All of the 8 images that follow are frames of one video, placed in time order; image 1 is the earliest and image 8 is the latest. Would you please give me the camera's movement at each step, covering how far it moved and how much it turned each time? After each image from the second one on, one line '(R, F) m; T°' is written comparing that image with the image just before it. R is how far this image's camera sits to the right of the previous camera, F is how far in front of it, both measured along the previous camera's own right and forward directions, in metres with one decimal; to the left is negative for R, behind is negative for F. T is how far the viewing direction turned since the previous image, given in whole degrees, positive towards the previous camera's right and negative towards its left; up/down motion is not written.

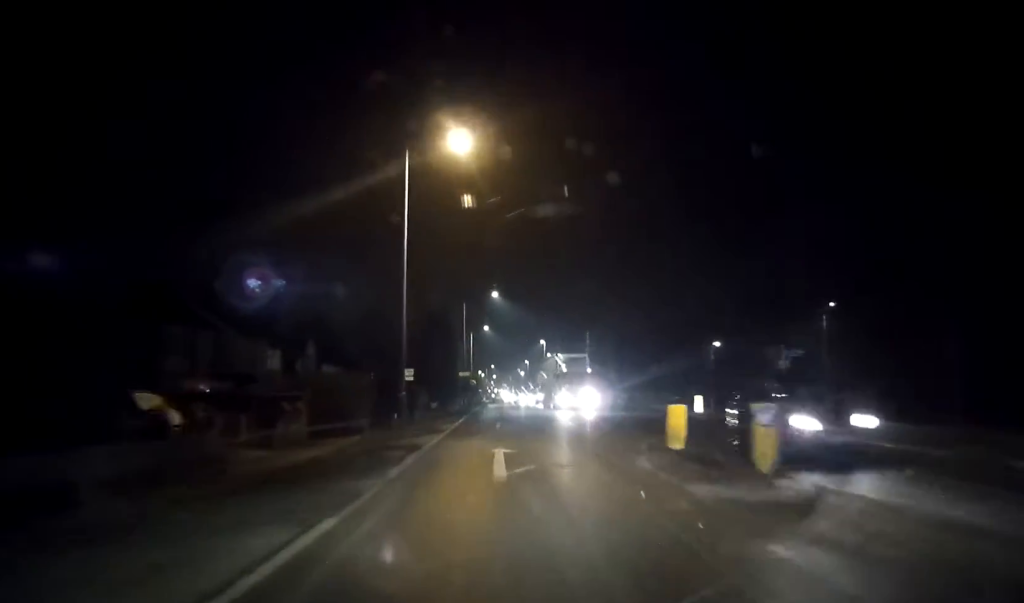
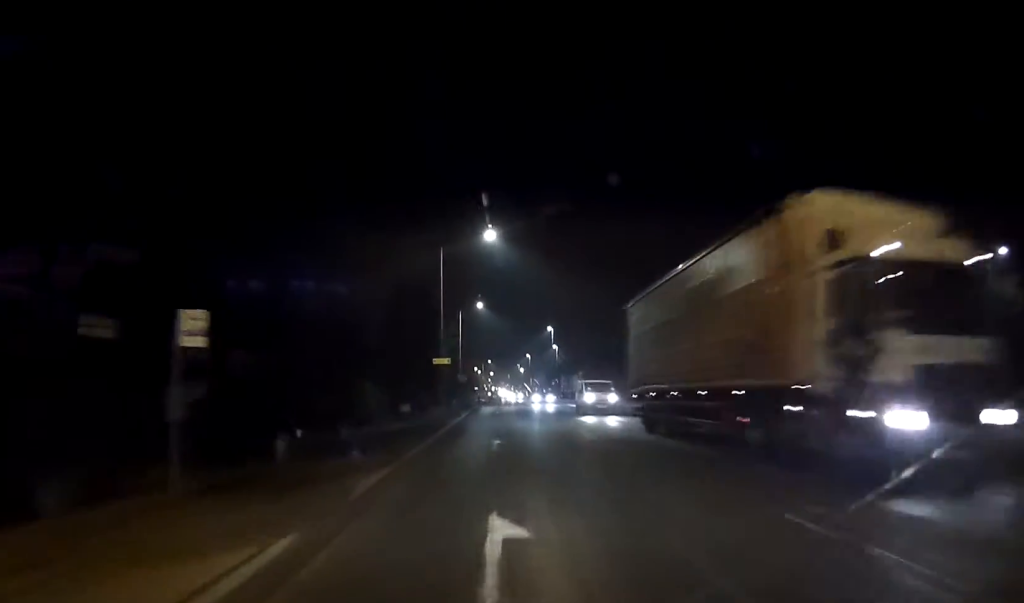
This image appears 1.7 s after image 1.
(+0.1, +25.7) m; 0°
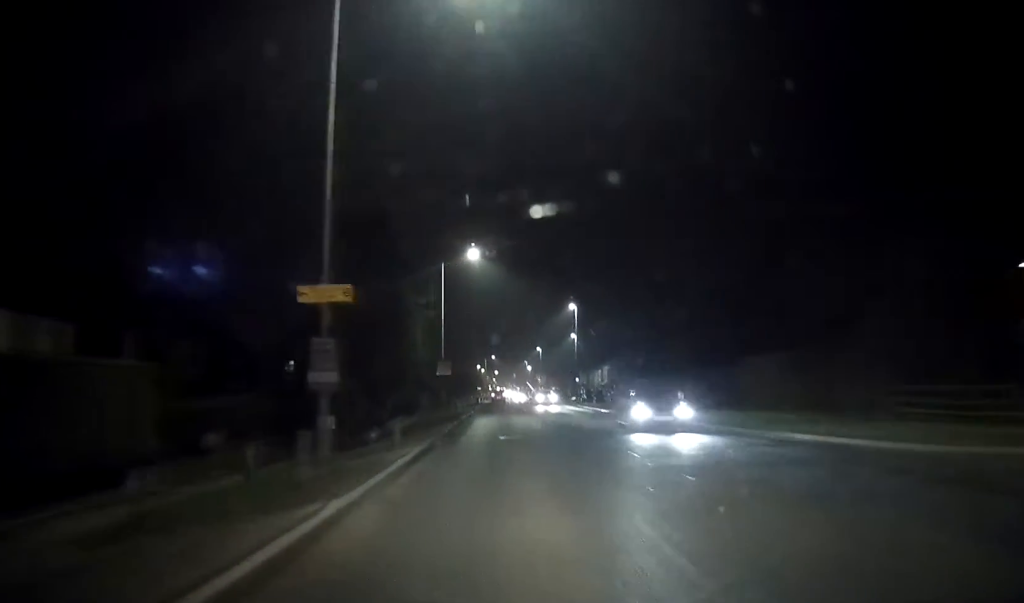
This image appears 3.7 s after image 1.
(-0.3, +29.7) m; -1°
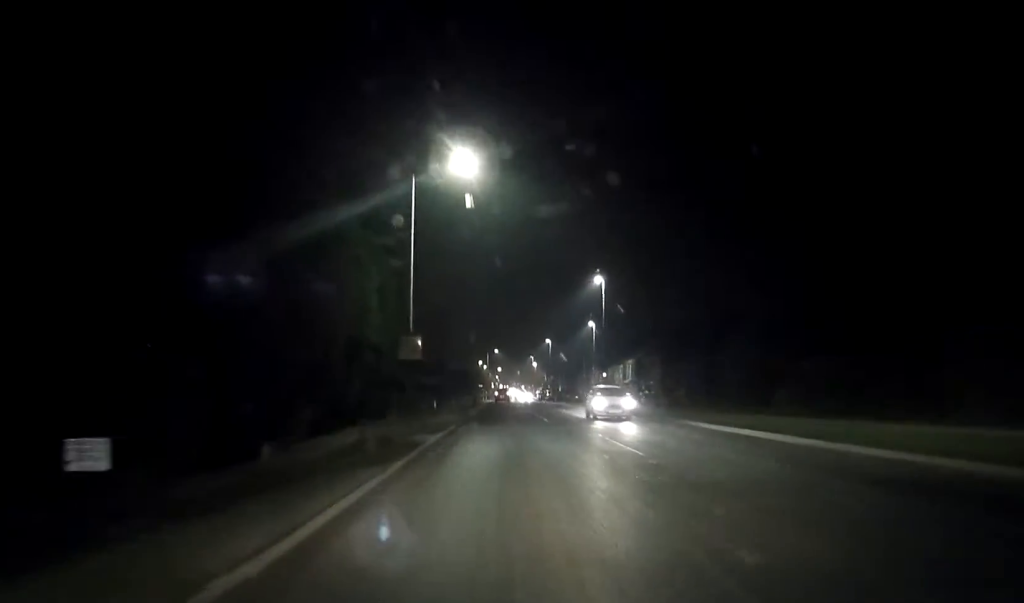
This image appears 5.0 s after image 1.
(0.0, +19.7) m; 0°
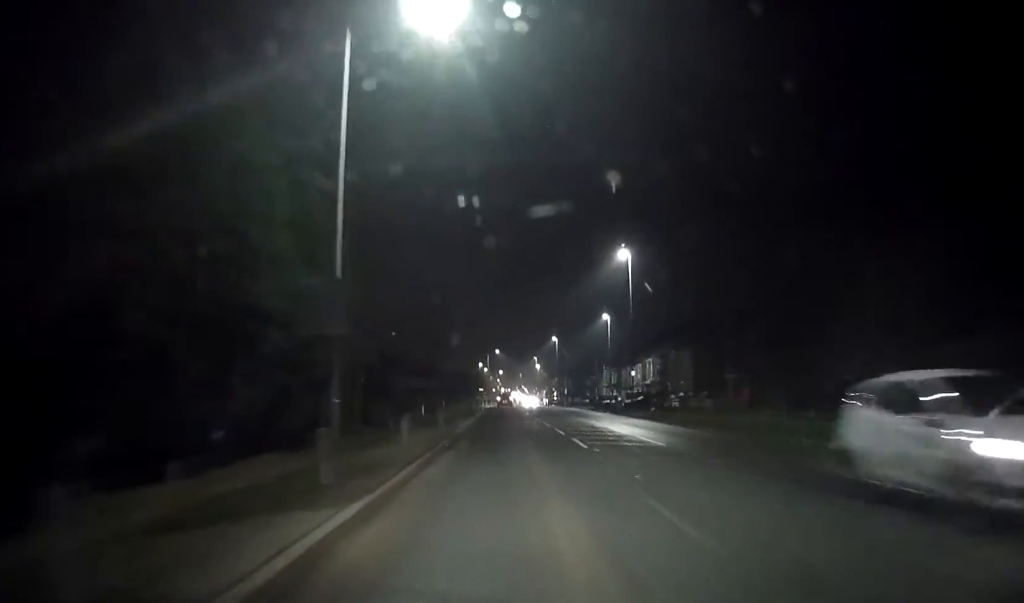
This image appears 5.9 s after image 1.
(0.0, +13.7) m; 0°
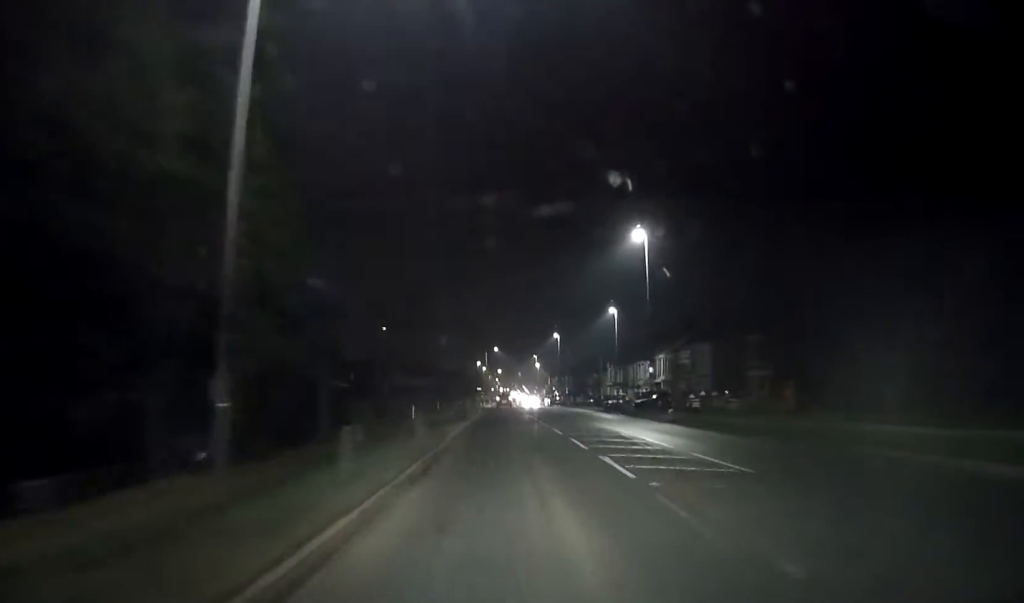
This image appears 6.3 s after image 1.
(0.0, +6.6) m; 0°
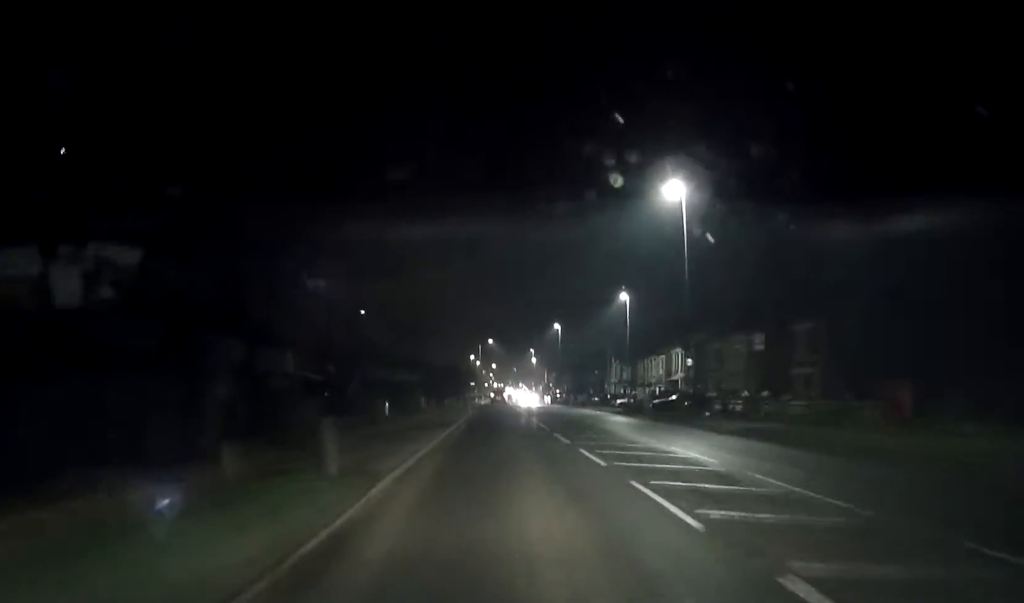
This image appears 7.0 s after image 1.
(0.0, +10.6) m; 0°
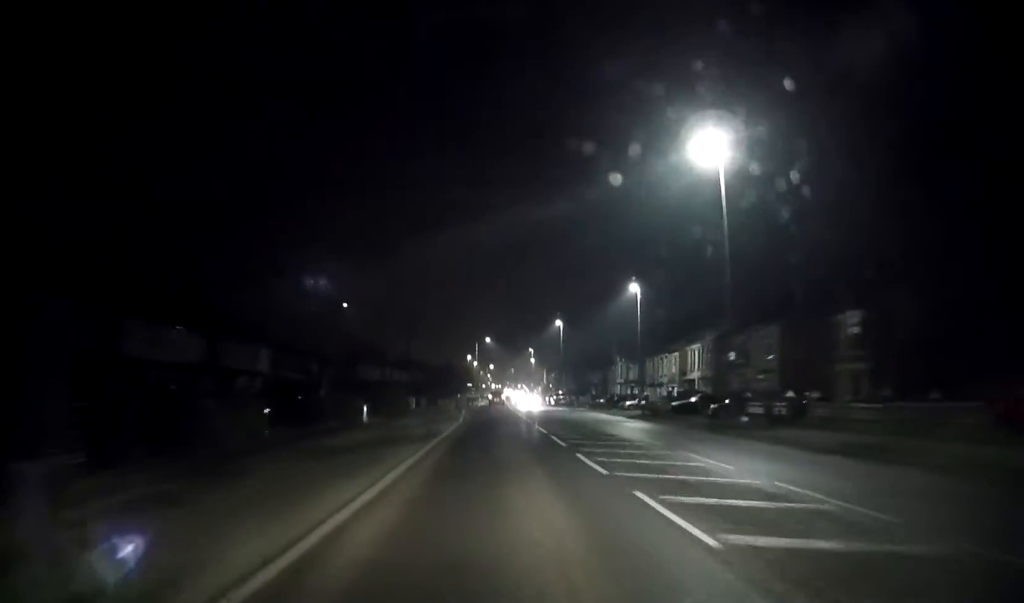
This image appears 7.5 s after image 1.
(0.0, +7.1) m; 0°
